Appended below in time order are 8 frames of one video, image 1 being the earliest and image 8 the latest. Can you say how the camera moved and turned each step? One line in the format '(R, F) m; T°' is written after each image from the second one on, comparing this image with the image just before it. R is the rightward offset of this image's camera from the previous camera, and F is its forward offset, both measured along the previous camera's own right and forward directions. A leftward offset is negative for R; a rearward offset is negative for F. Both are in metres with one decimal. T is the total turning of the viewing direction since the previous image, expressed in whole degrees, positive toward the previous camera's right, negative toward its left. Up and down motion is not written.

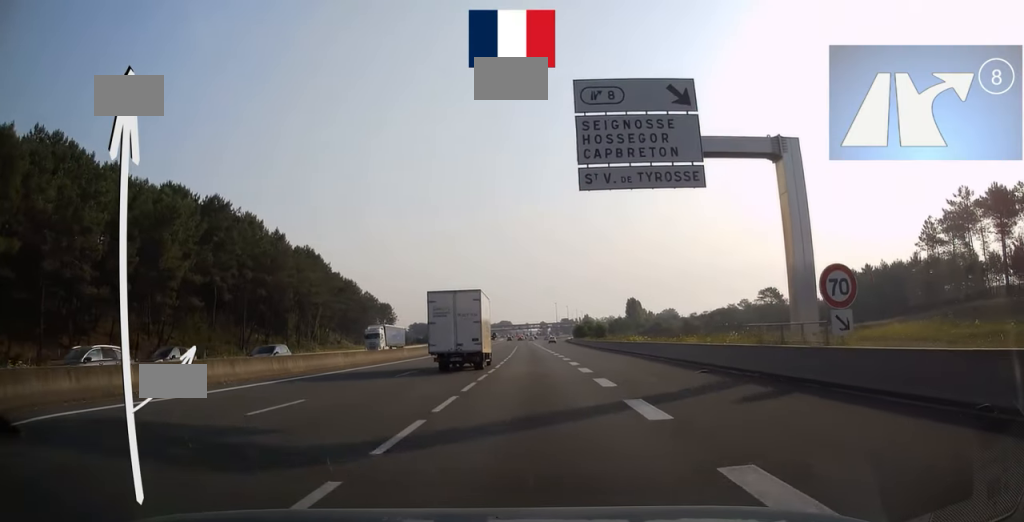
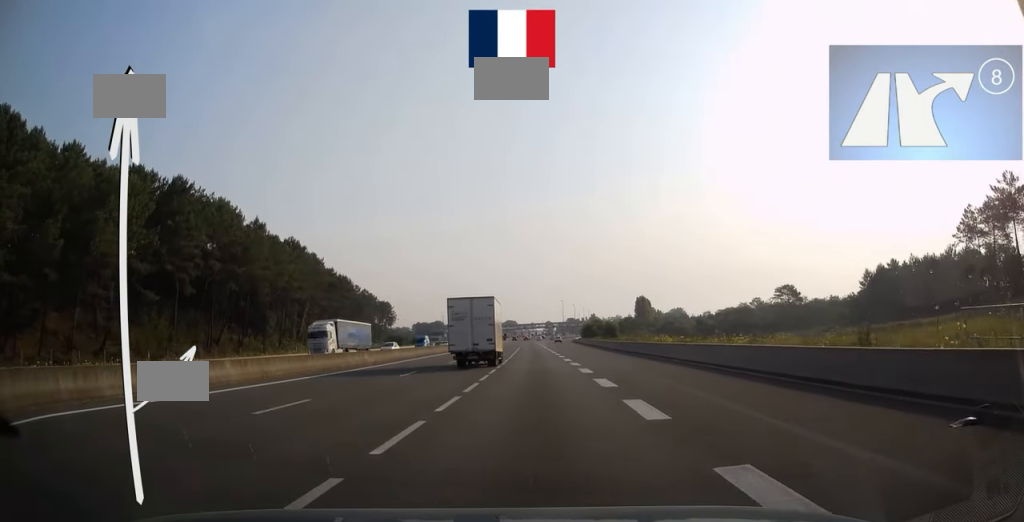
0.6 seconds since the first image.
(+0.1, +12.8) m; -1°
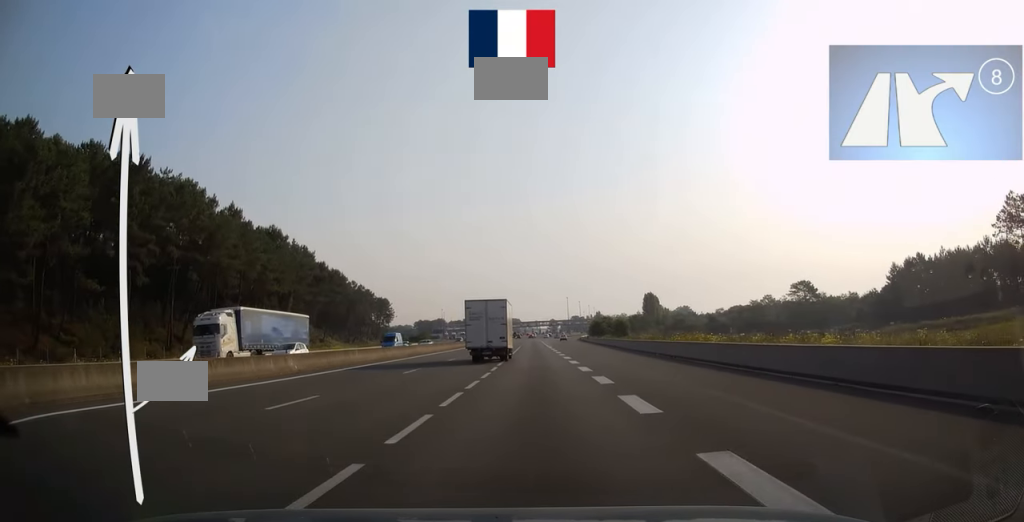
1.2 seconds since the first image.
(-0.3, +12.2) m; -1°
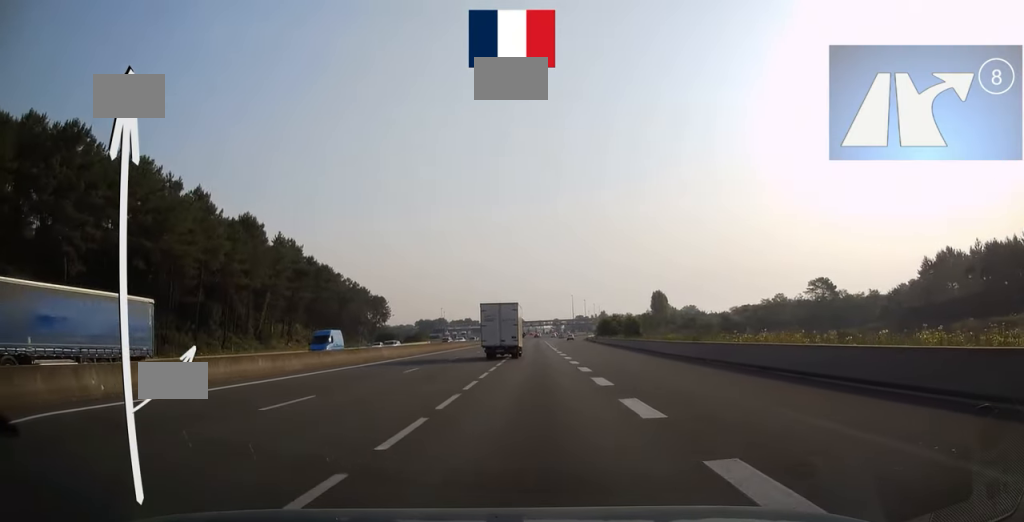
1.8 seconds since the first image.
(-0.1, +13.1) m; 0°
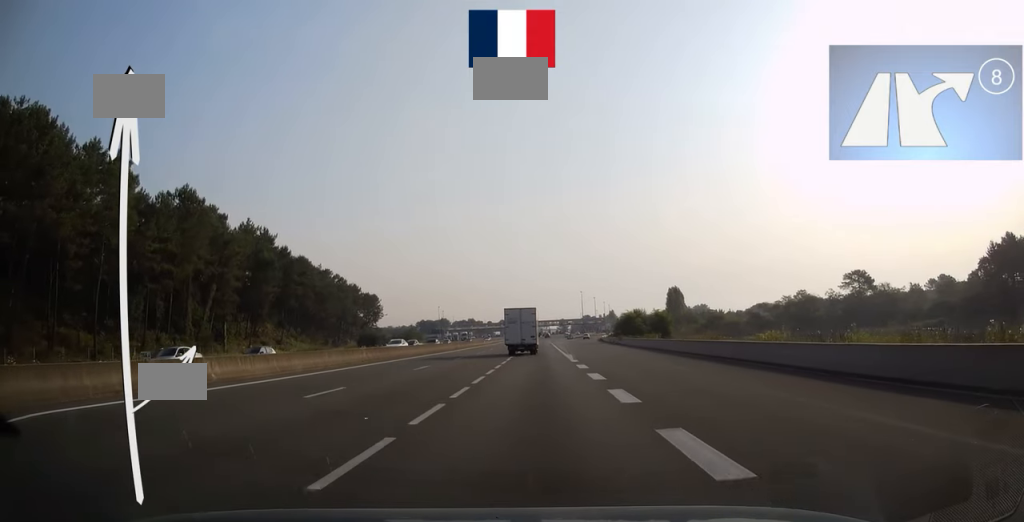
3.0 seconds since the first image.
(+0.1, +23.4) m; 0°
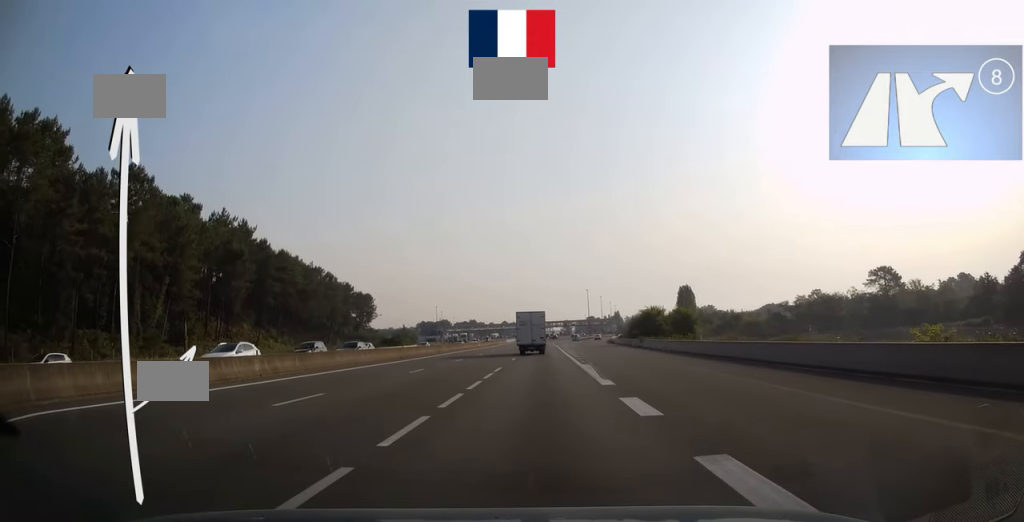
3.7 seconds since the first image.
(0.0, +14.8) m; 0°
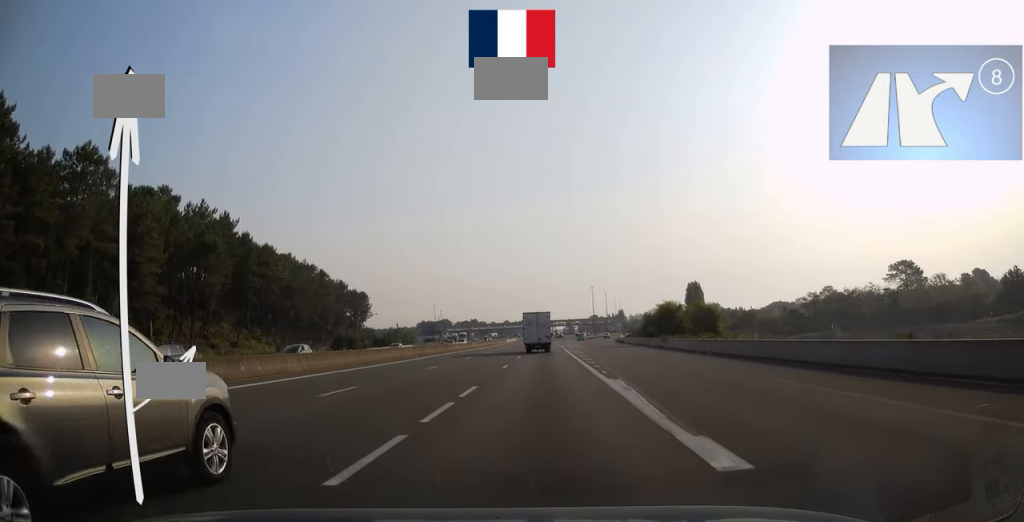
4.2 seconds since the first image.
(-0.1, +10.6) m; 0°
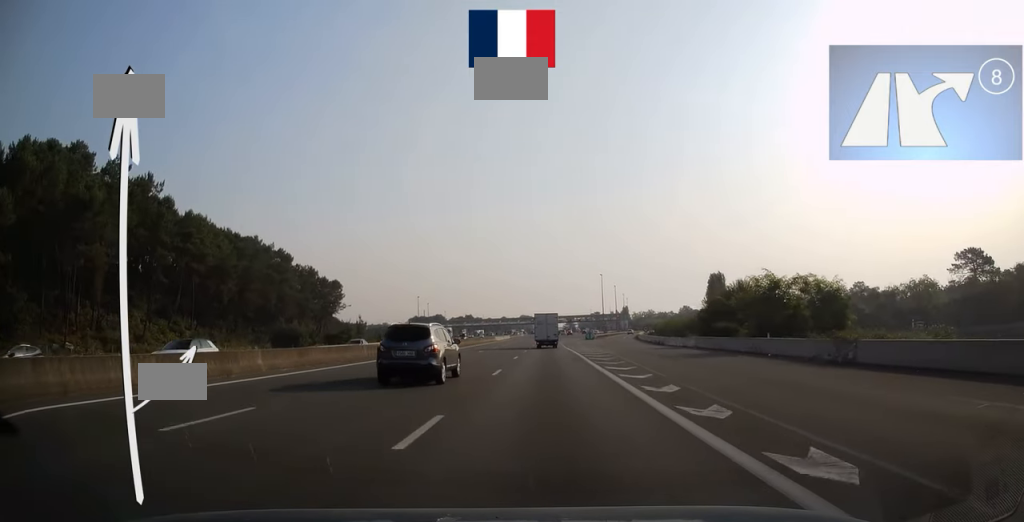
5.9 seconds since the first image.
(0.0, +32.5) m; 0°
